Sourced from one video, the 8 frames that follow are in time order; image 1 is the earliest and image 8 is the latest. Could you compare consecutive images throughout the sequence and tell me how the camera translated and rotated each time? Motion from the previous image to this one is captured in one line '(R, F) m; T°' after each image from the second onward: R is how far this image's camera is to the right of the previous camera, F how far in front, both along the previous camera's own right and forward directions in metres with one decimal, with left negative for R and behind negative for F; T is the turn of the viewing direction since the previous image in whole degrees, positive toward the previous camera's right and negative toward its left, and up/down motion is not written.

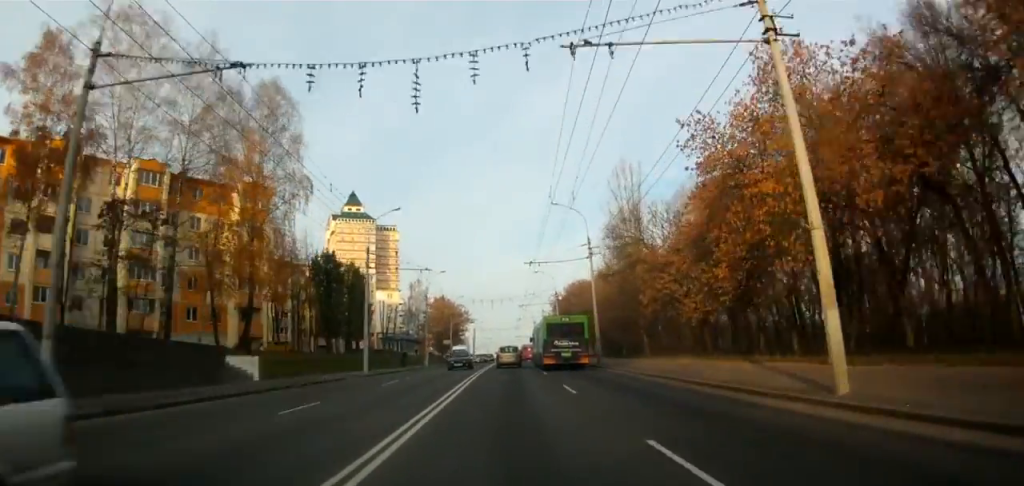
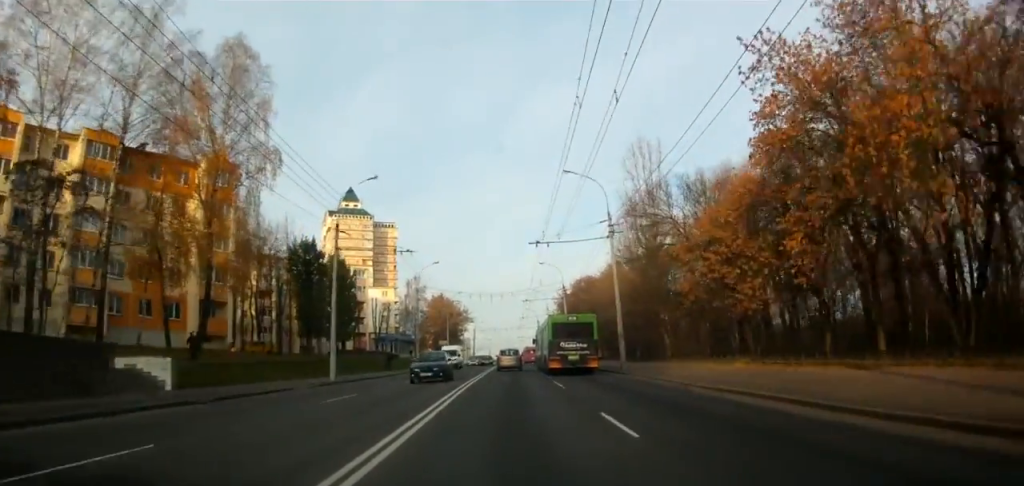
(+0.1, +8.4) m; -1°
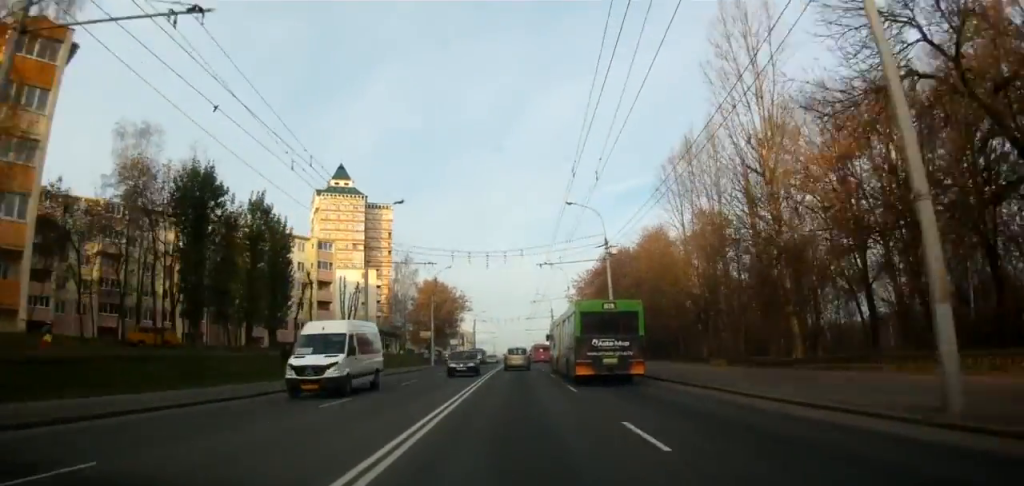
(-0.8, +24.8) m; -1°
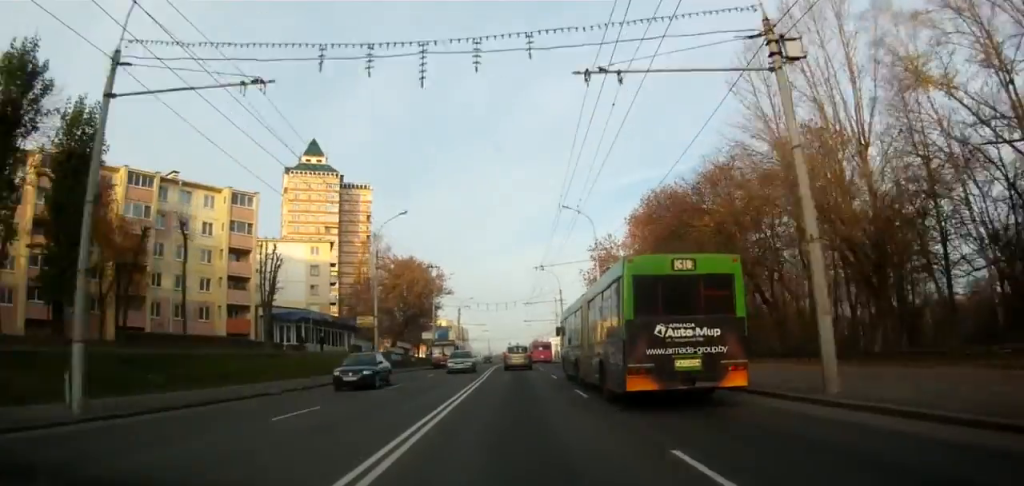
(+0.6, +27.0) m; +3°
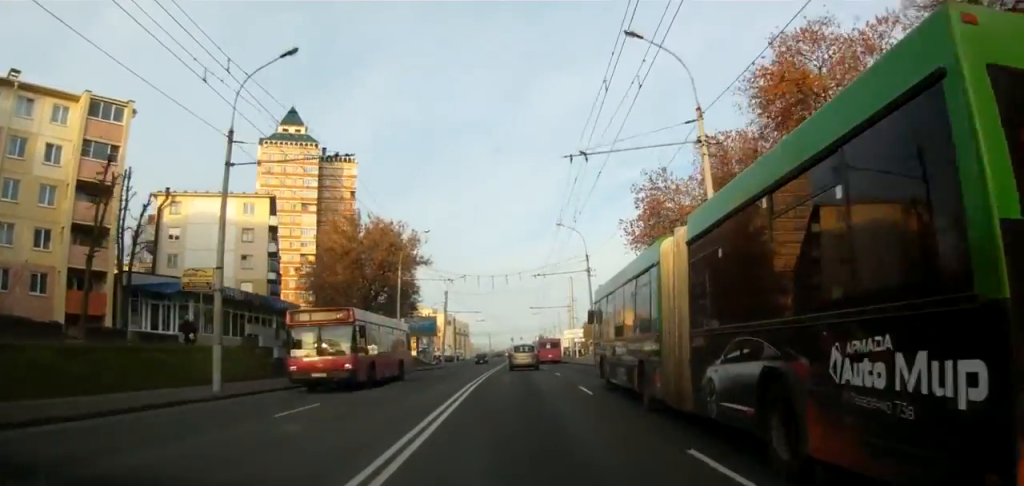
(+0.3, +24.1) m; 0°
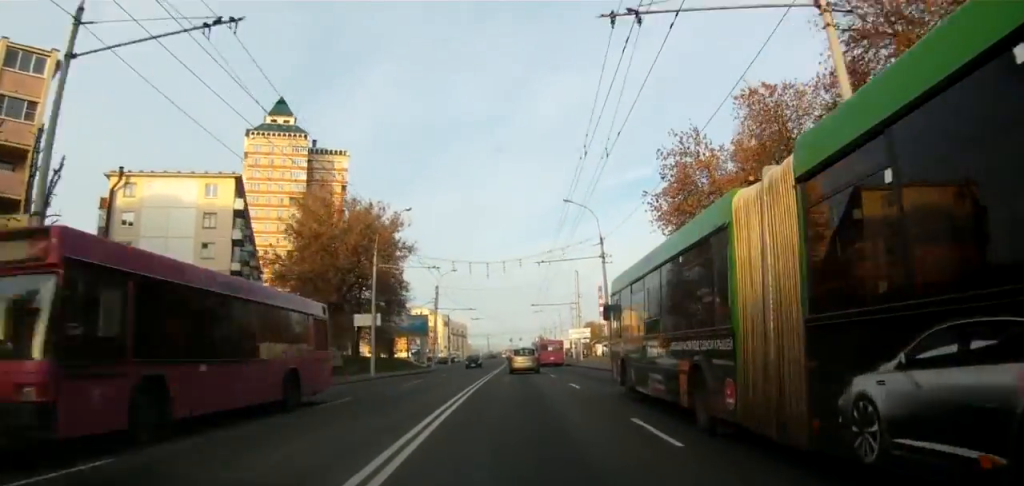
(+0.1, +8.4) m; -1°
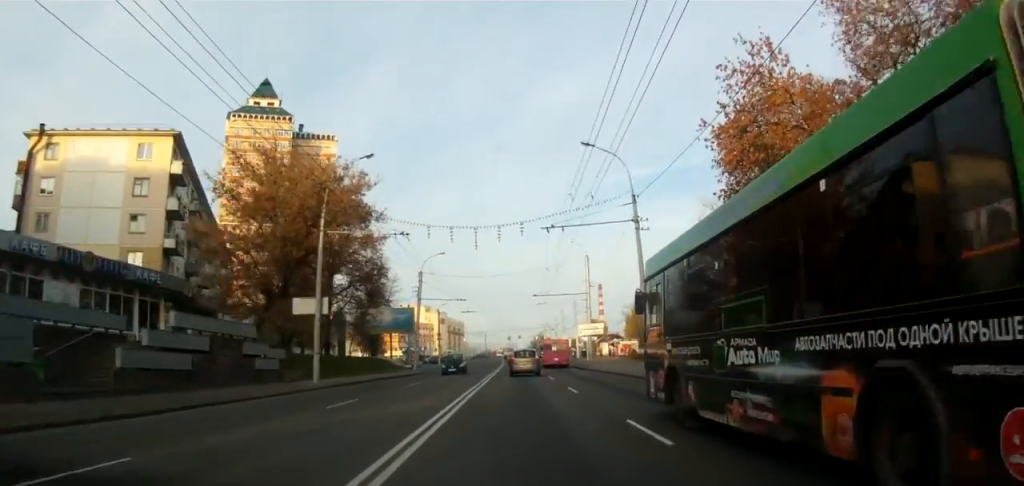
(-0.5, +11.5) m; 0°
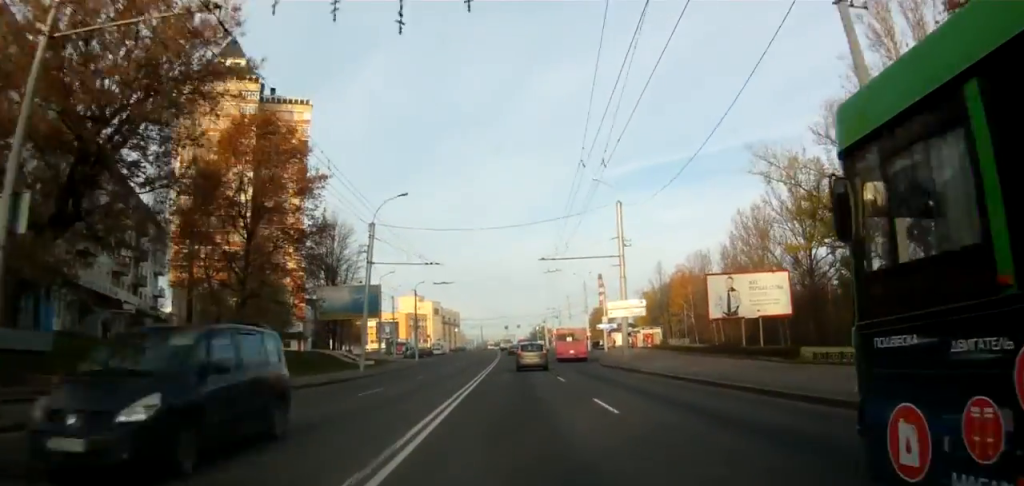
(+0.5, +20.5) m; 0°
